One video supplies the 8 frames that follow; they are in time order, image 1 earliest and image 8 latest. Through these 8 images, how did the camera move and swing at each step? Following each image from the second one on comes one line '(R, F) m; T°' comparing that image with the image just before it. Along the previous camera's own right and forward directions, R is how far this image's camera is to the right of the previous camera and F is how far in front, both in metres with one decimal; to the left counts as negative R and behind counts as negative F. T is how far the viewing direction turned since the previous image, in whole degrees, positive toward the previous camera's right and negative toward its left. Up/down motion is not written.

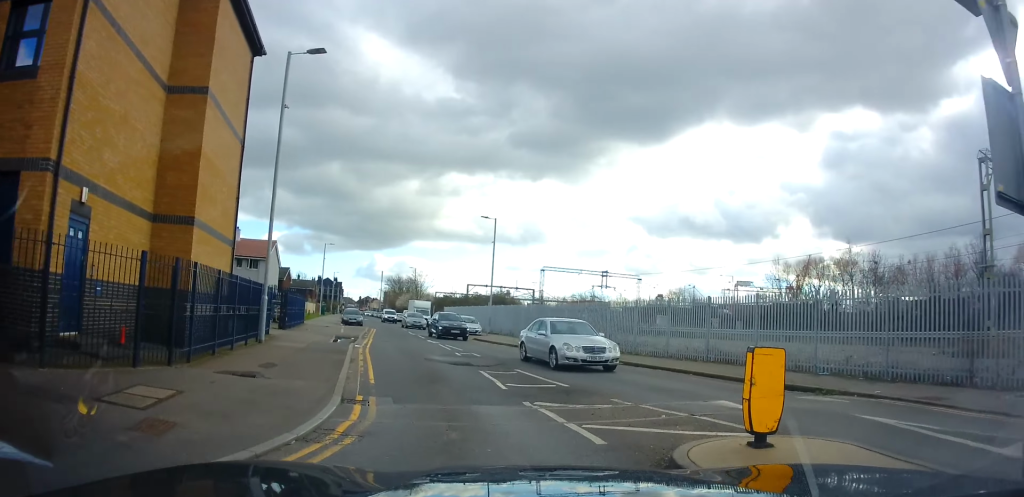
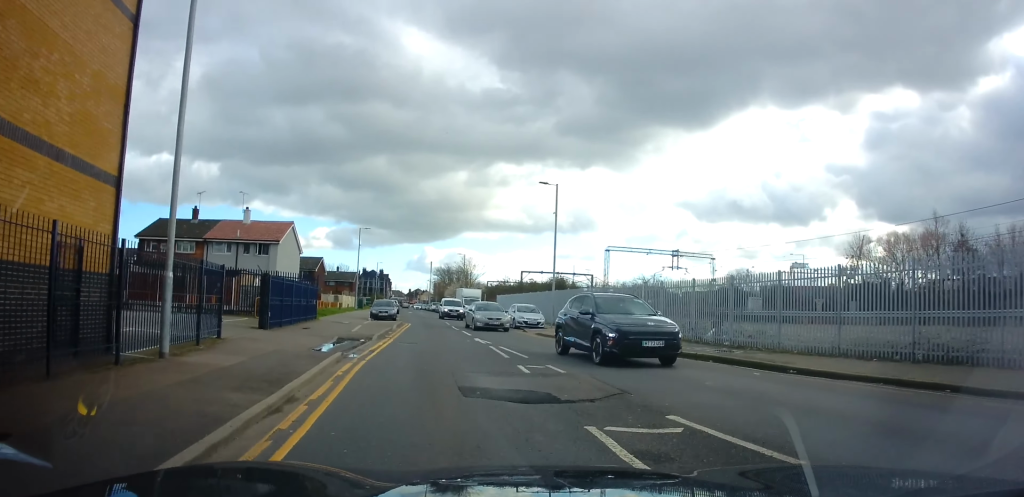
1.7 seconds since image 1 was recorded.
(-0.5, +8.8) m; -3°
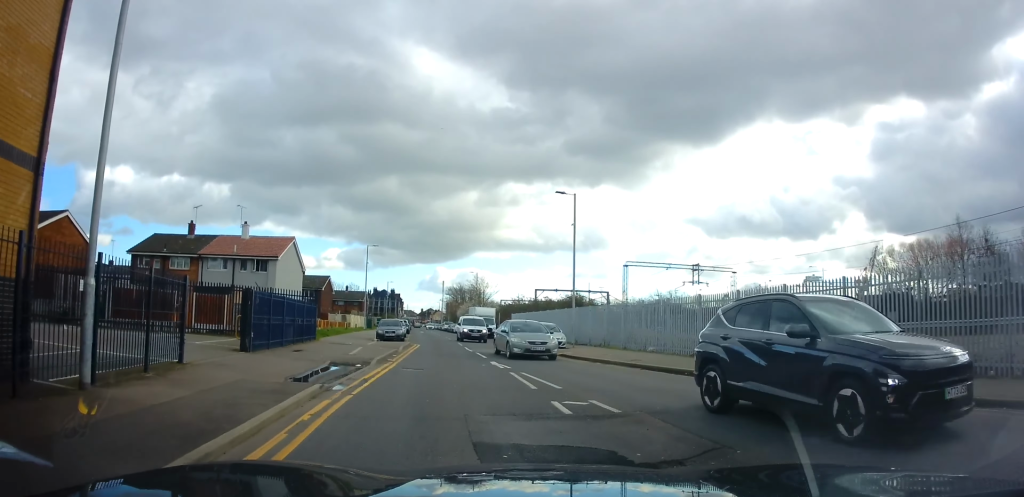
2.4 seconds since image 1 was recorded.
(0.0, +3.0) m; -1°
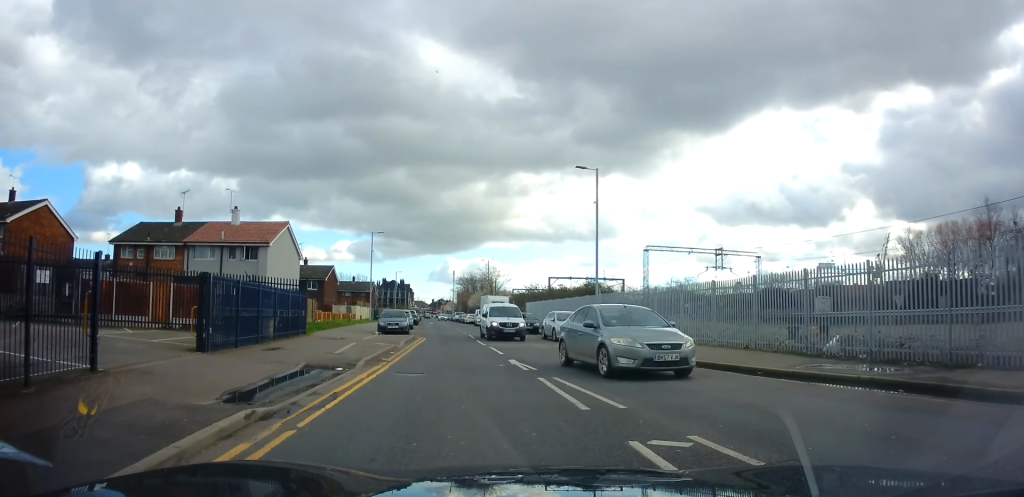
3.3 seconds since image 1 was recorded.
(0.0, +3.9) m; -3°
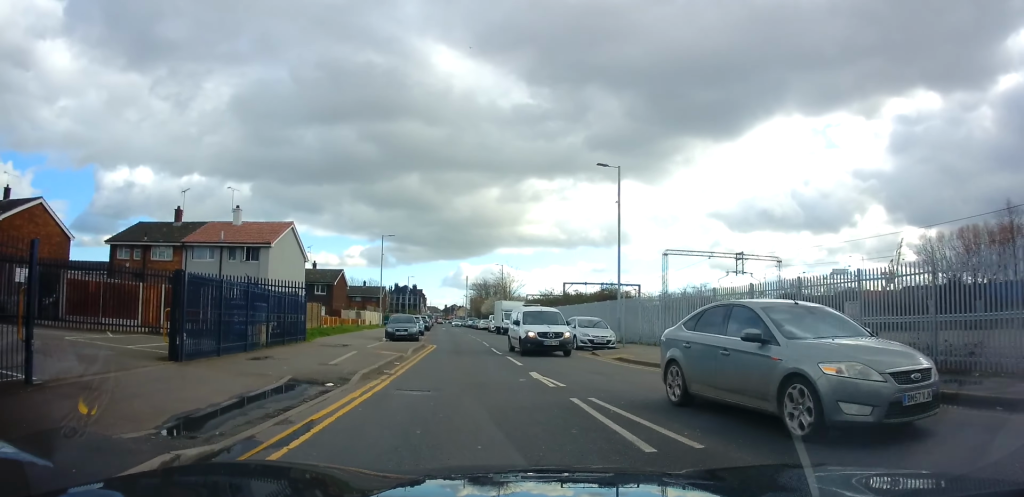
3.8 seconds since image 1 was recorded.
(0.0, +2.1) m; -4°
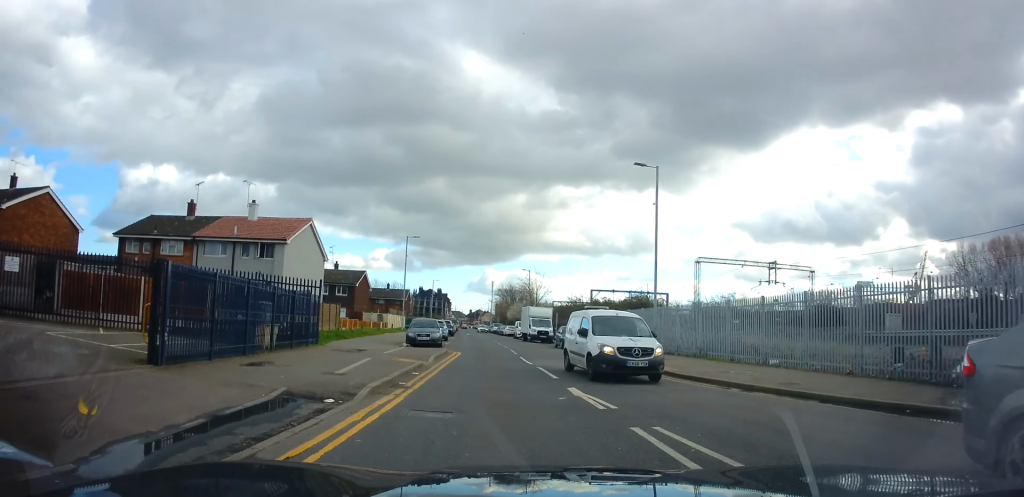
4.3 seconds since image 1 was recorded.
(-0.1, +1.9) m; -4°
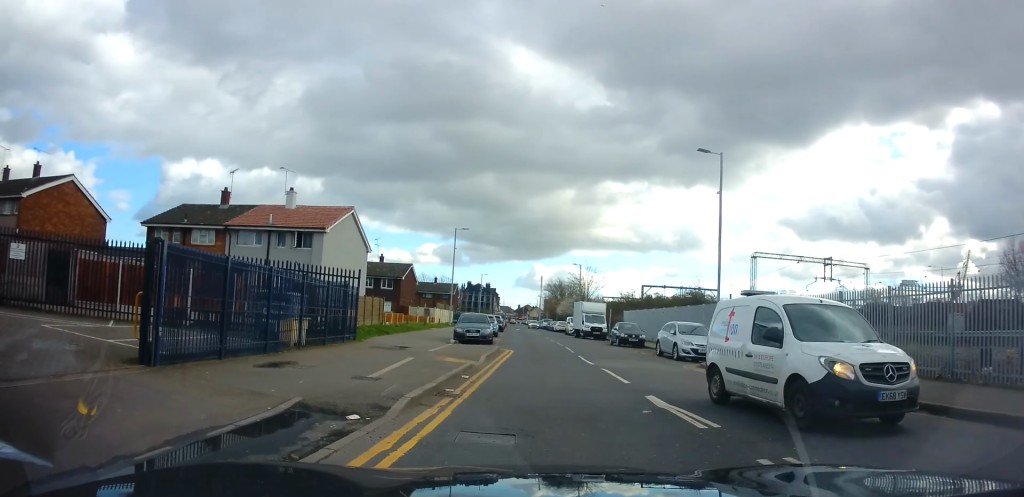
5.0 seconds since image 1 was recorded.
(-0.1, +2.2) m; -5°
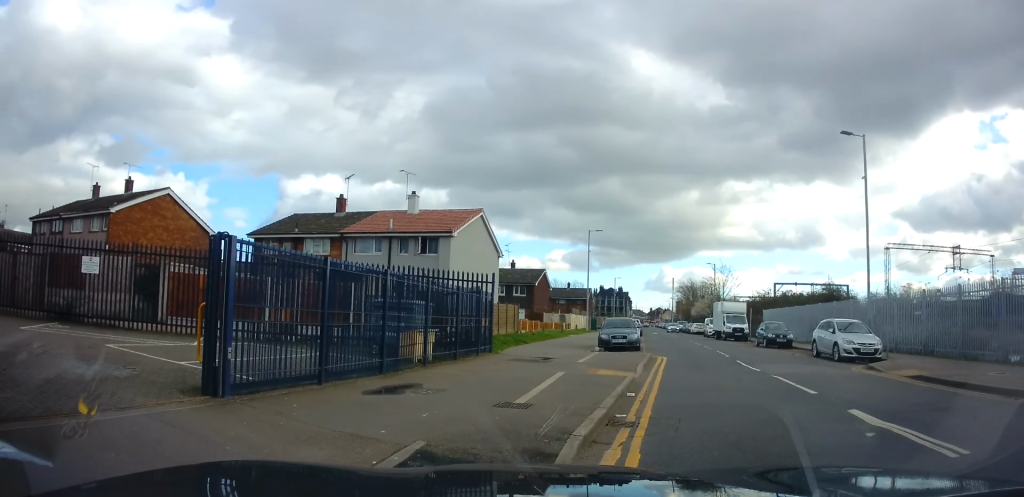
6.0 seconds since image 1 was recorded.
(-0.2, +2.5) m; -5°
